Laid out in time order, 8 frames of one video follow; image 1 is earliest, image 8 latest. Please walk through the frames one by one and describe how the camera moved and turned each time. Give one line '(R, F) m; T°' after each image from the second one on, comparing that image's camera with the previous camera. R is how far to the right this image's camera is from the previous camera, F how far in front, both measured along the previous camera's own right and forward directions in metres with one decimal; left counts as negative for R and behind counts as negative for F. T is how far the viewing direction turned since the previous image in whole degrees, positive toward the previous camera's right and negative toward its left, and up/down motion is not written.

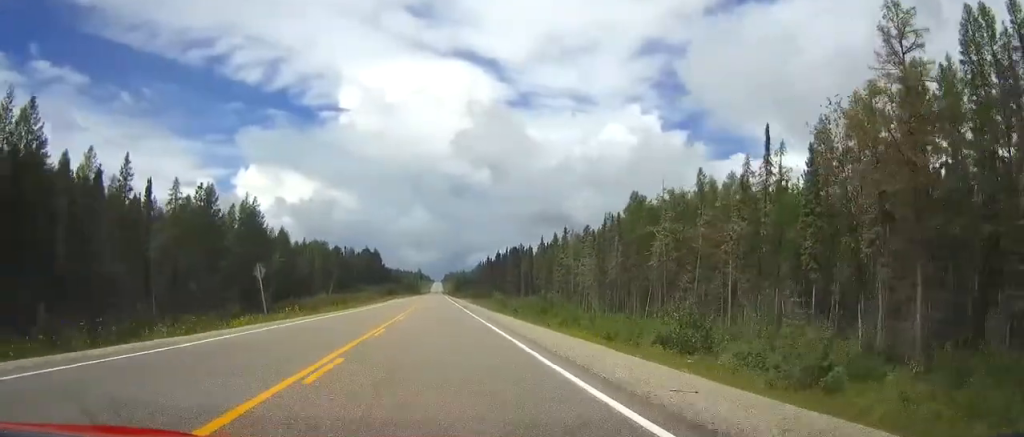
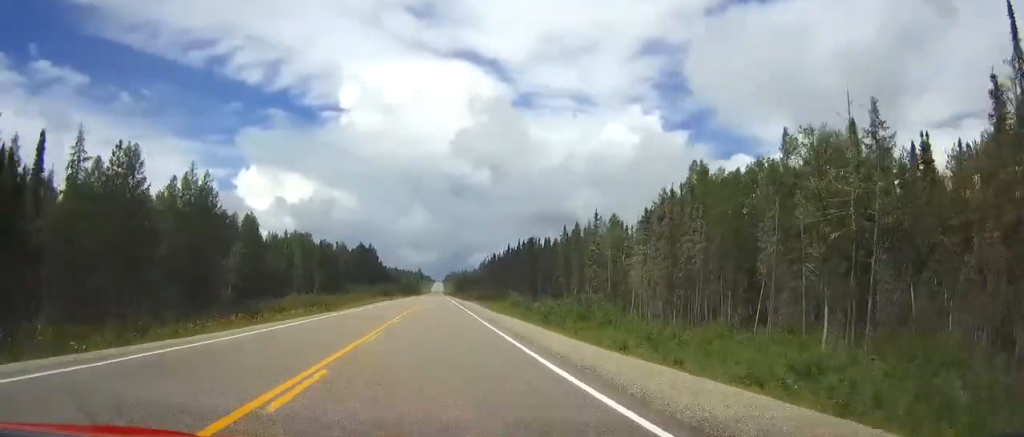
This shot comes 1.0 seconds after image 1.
(0.0, +29.3) m; 0°
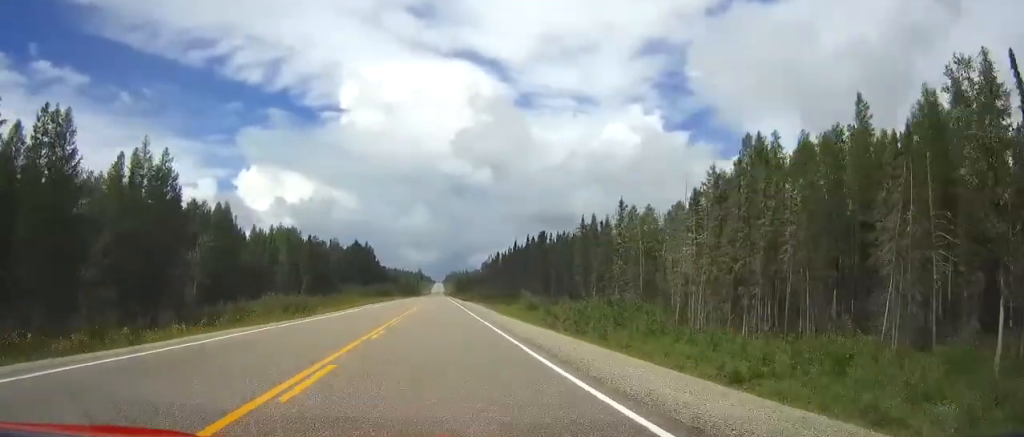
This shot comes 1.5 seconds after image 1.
(0.0, +17.3) m; 0°
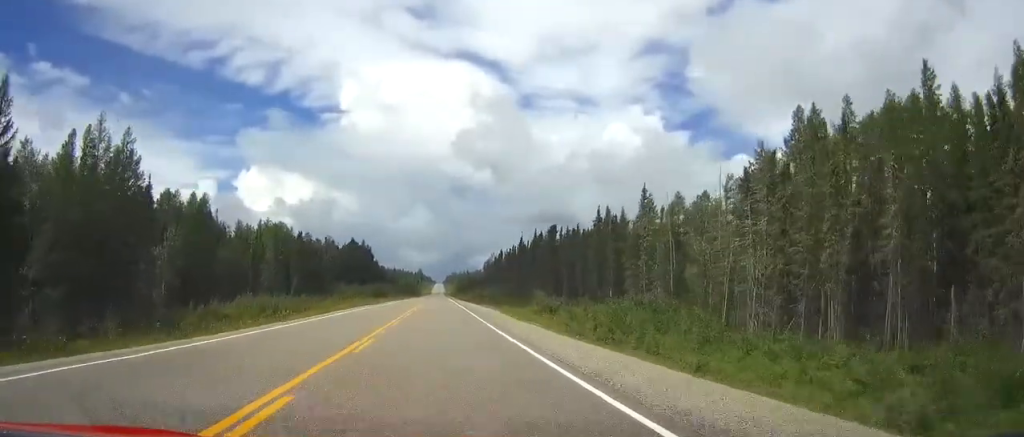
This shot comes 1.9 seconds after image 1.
(0.0, +12.3) m; 0°
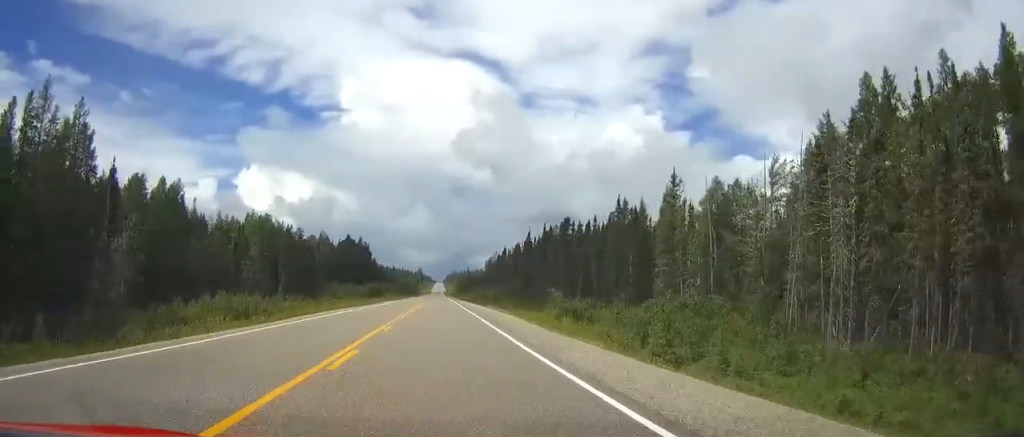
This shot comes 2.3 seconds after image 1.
(0.0, +12.3) m; 0°
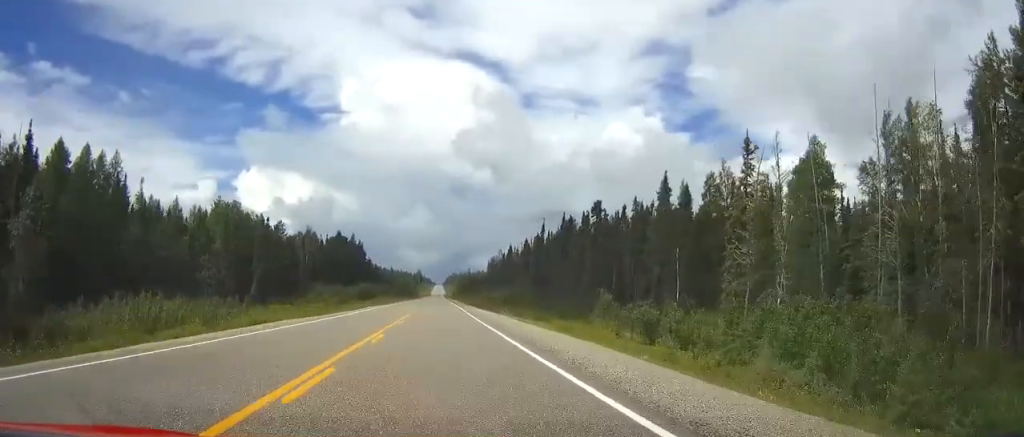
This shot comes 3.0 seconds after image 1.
(-0.1, +21.6) m; 0°
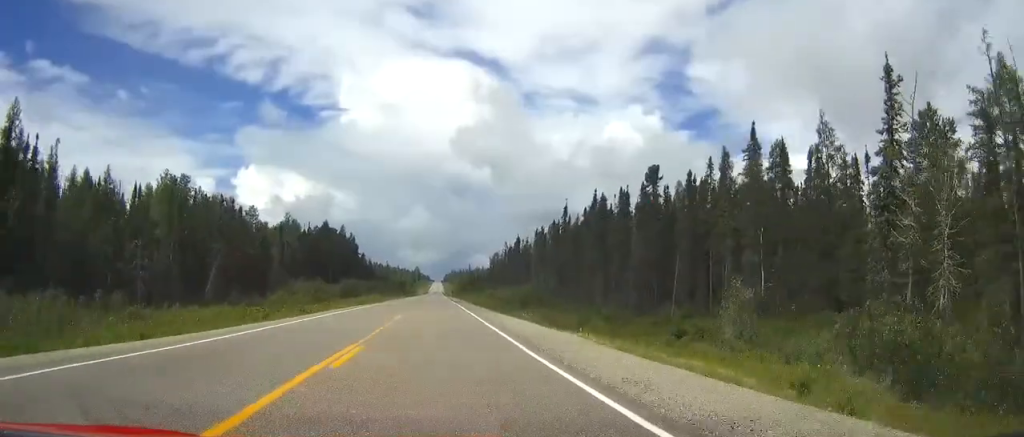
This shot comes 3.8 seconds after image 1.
(0.0, +23.7) m; 0°
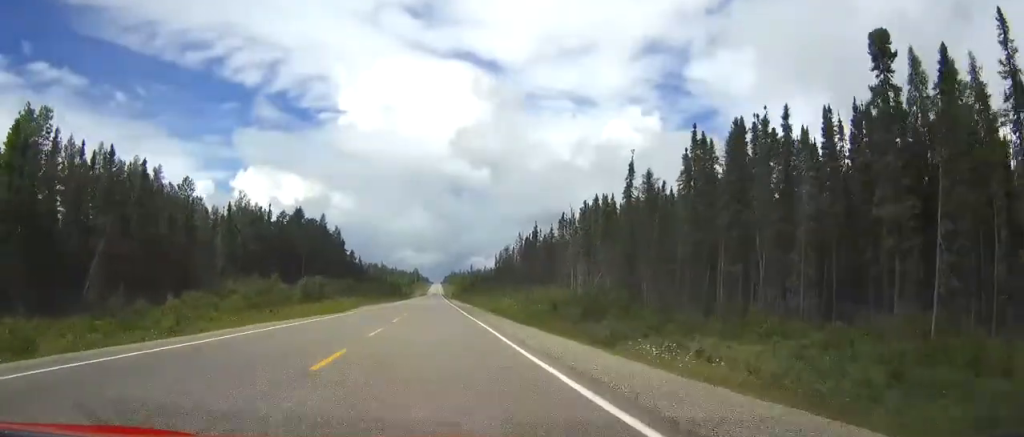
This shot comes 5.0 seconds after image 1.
(+0.1, +37.2) m; 0°
